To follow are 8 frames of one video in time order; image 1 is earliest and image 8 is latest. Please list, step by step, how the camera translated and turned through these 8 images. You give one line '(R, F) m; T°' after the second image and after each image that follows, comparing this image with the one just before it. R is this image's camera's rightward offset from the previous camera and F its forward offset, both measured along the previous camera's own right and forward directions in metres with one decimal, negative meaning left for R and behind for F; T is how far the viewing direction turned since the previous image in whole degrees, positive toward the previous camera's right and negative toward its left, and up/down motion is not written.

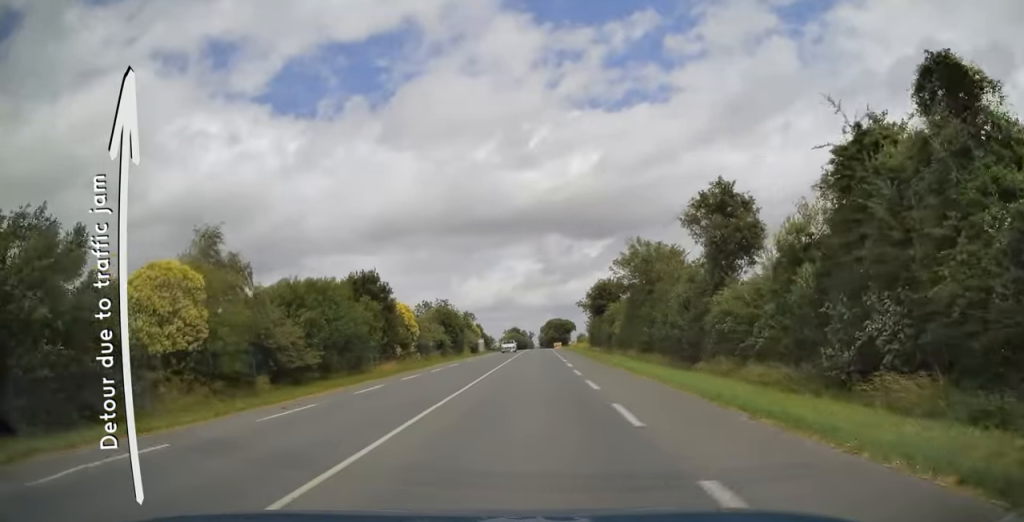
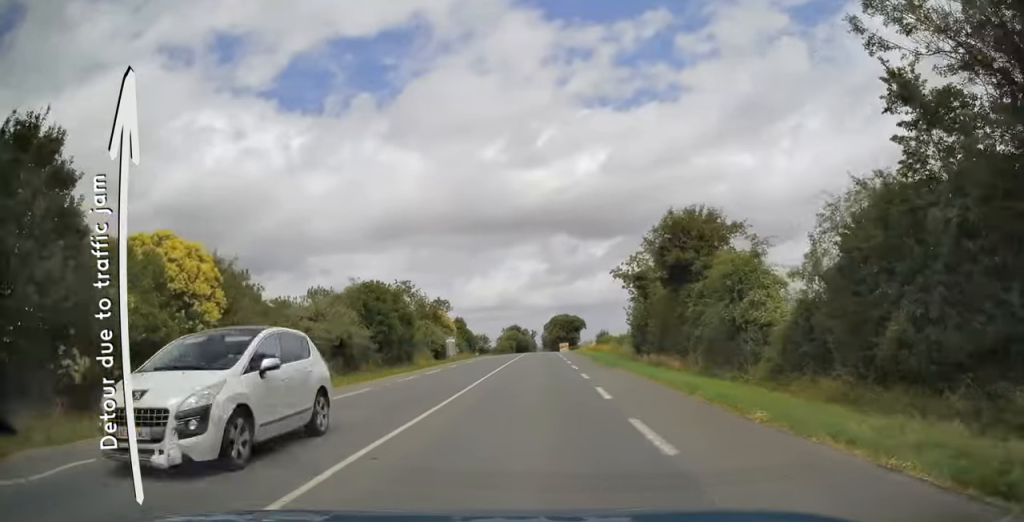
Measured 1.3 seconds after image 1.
(0.0, +34.9) m; 0°
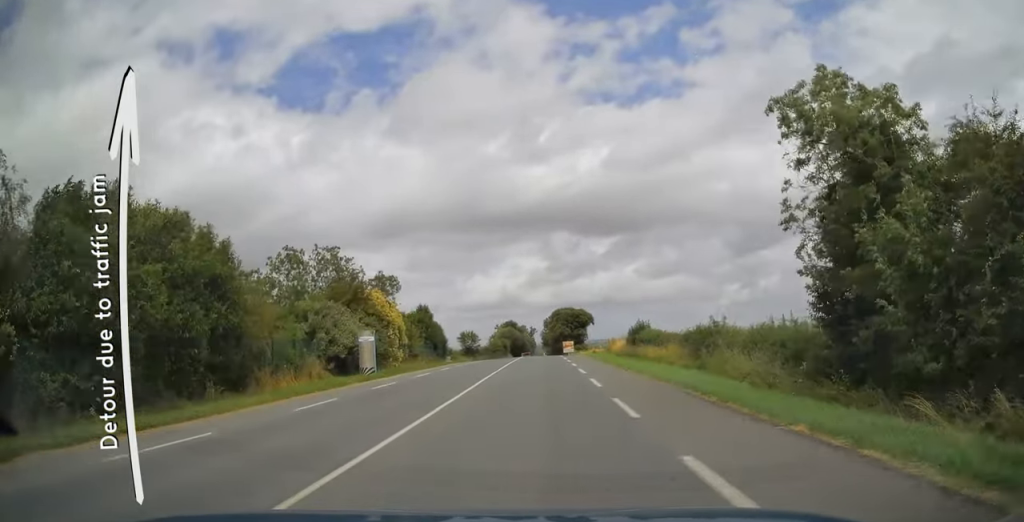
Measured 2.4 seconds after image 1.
(-0.1, +29.8) m; 0°
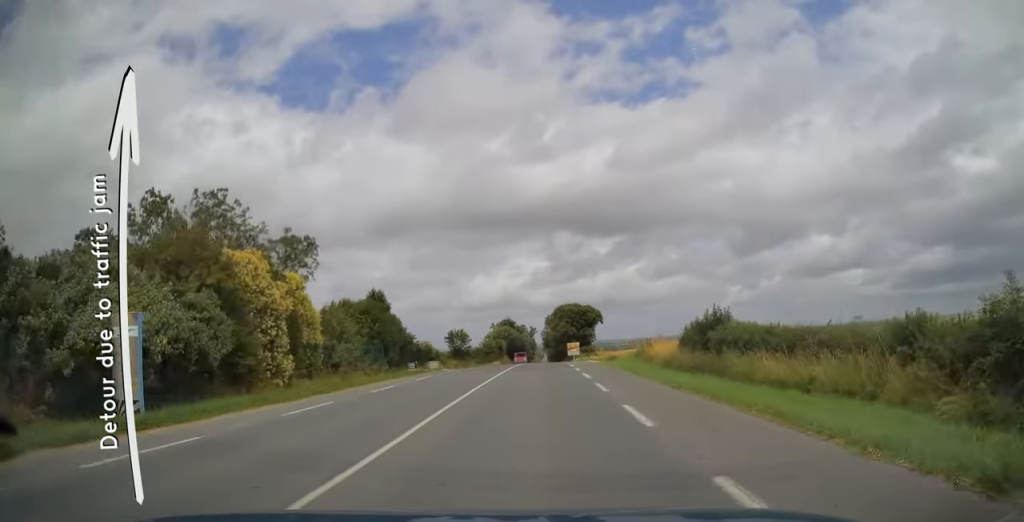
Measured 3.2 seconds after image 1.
(0.0, +20.5) m; 0°
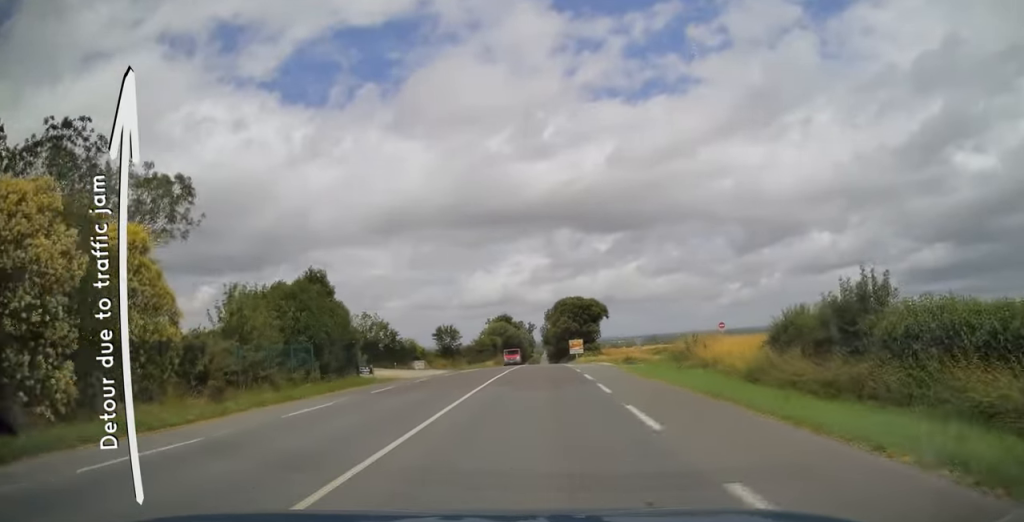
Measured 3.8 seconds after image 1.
(0.0, +13.4) m; 0°
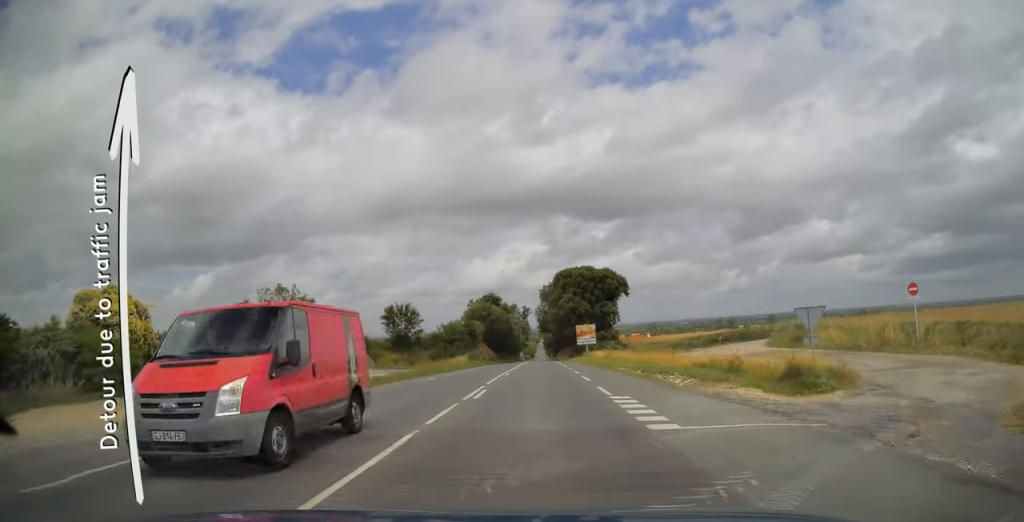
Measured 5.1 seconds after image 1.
(-0.1, +34.1) m; 0°
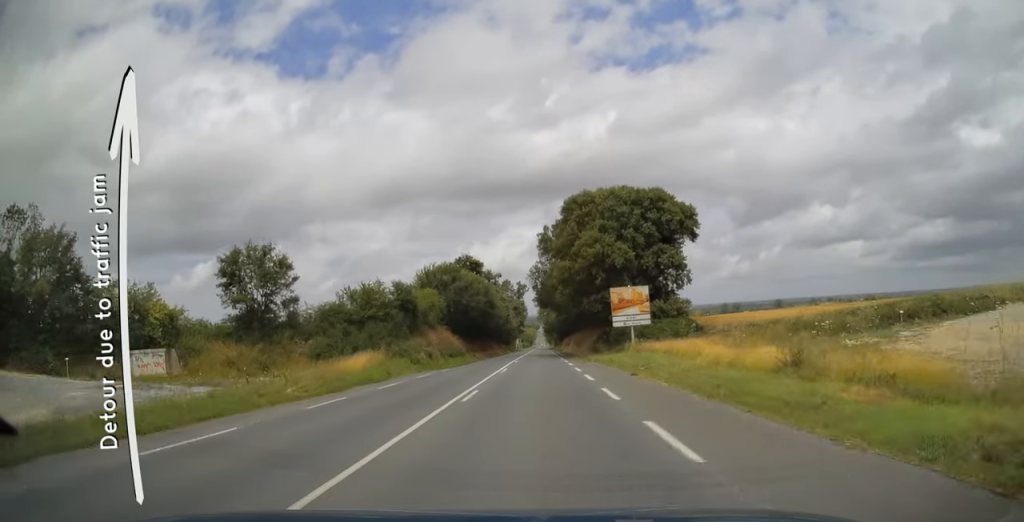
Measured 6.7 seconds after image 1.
(+0.2, +41.5) m; 0°
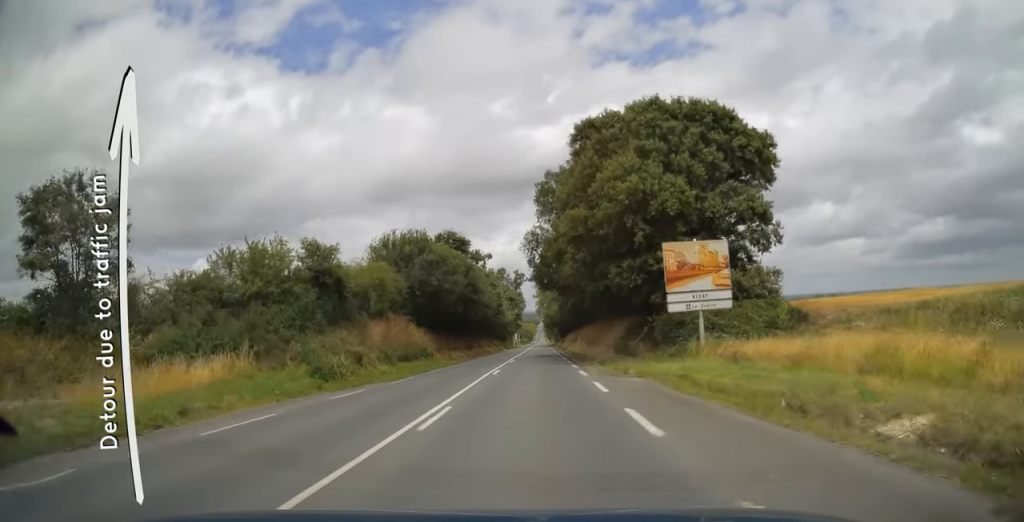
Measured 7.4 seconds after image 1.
(0.0, +17.7) m; 0°
